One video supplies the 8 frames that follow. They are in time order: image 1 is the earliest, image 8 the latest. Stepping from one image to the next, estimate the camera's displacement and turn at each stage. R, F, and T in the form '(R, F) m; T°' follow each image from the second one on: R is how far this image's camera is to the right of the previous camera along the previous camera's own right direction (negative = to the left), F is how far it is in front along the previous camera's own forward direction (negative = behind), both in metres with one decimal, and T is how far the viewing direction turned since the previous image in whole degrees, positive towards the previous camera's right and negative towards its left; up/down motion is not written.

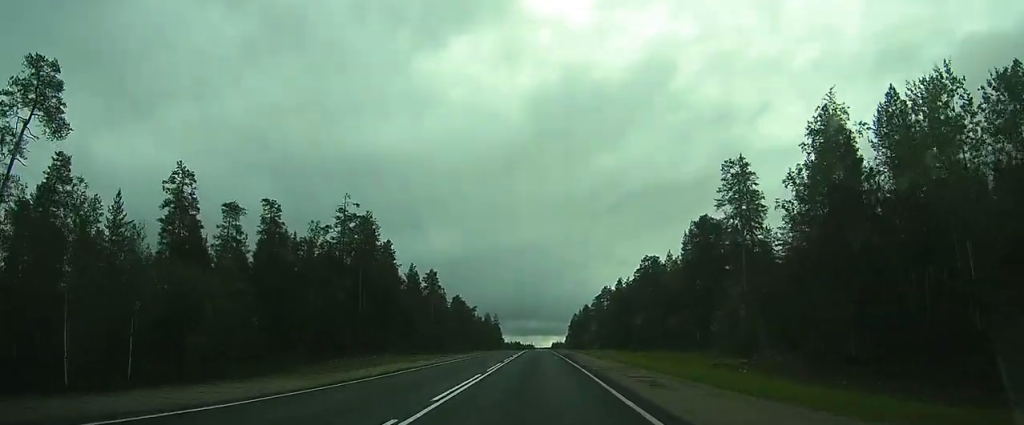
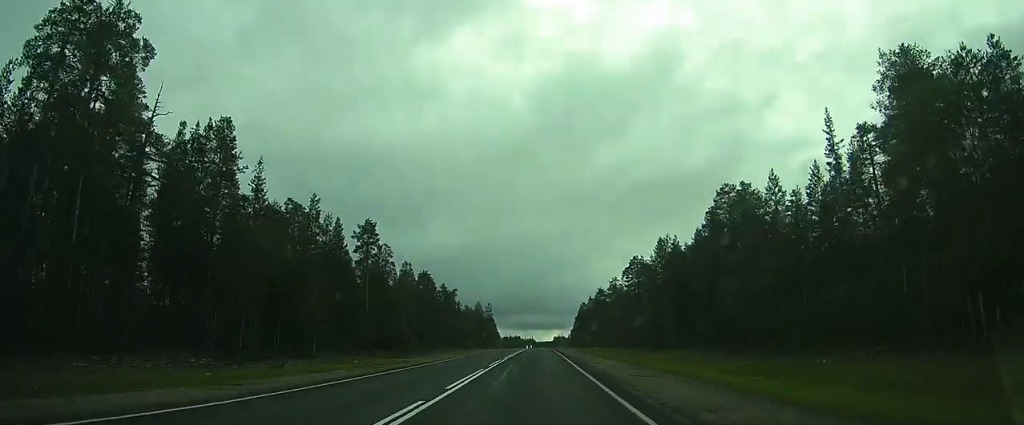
(-0.4, +44.6) m; +1°
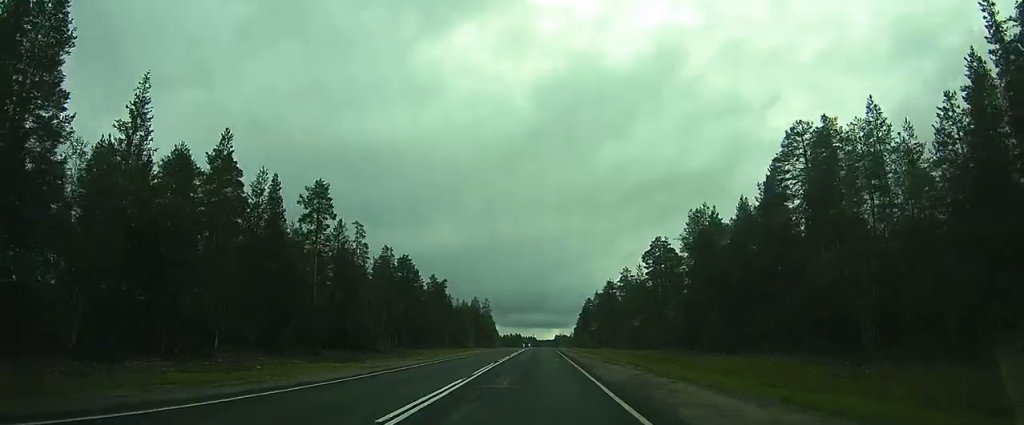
(+0.3, +17.5) m; +1°
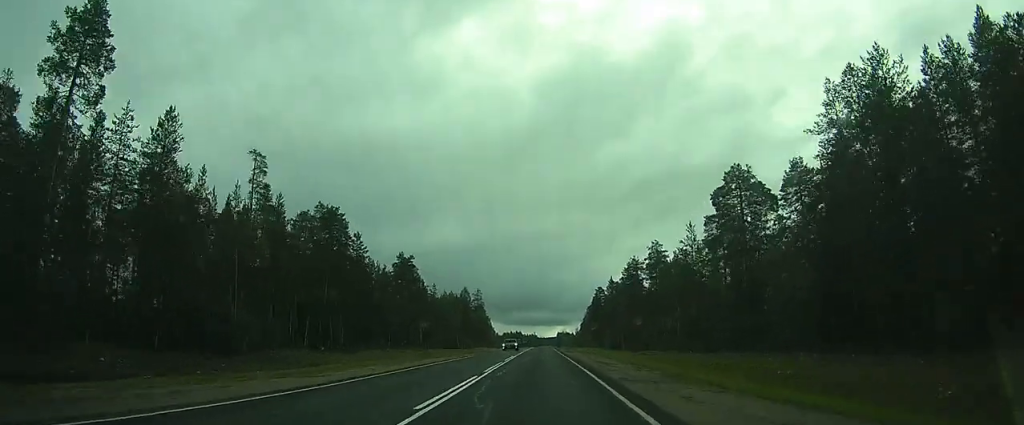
(-0.1, +33.8) m; 0°
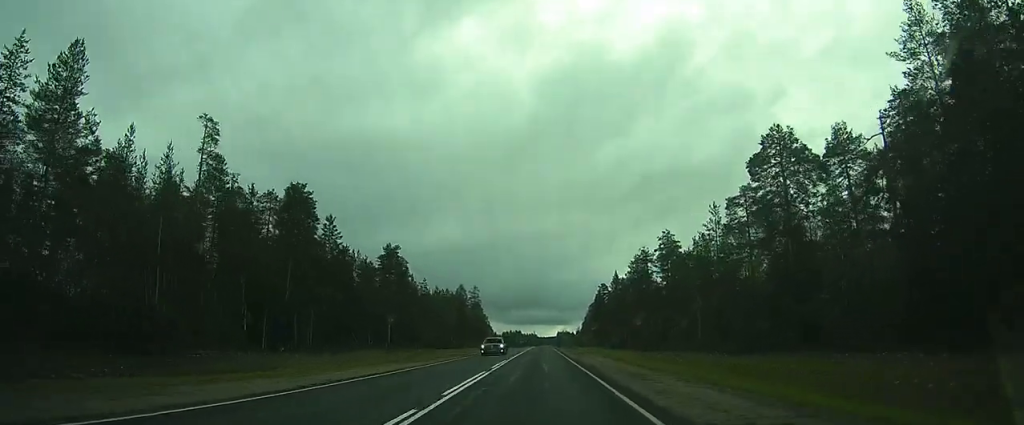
(0.0, +9.3) m; 0°
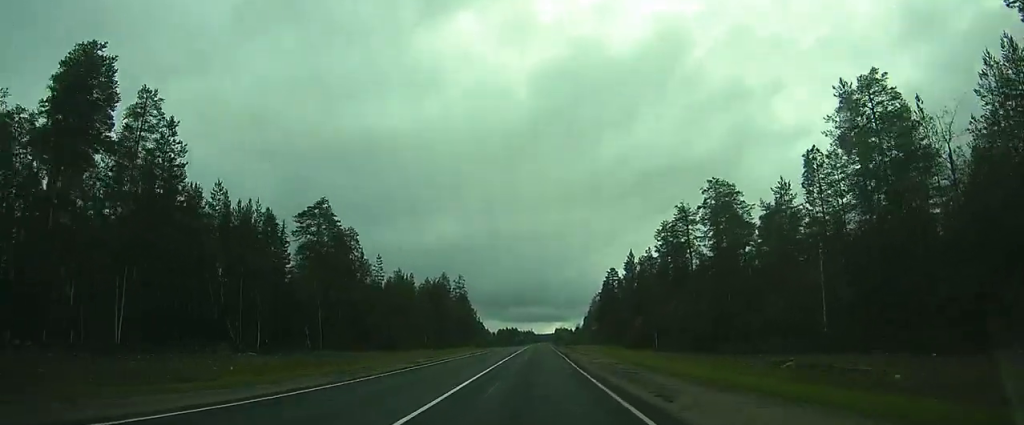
(0.0, +28.1) m; 0°
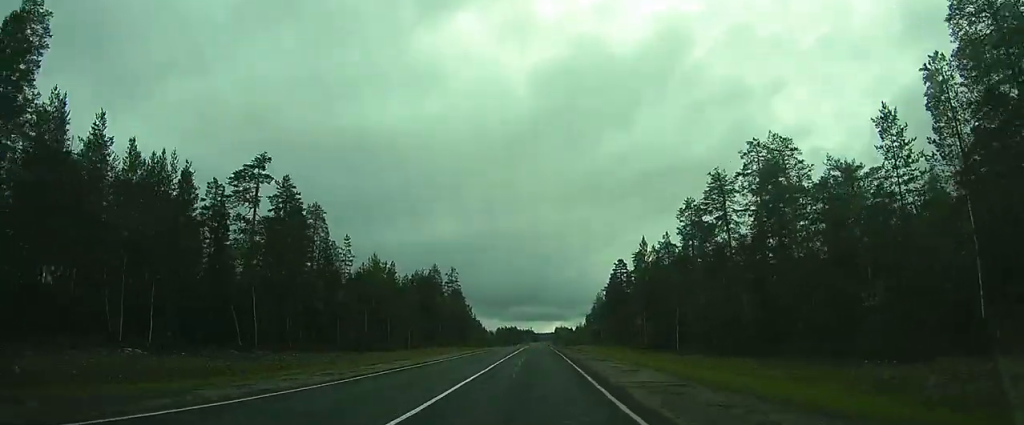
(0.0, +13.3) m; 0°
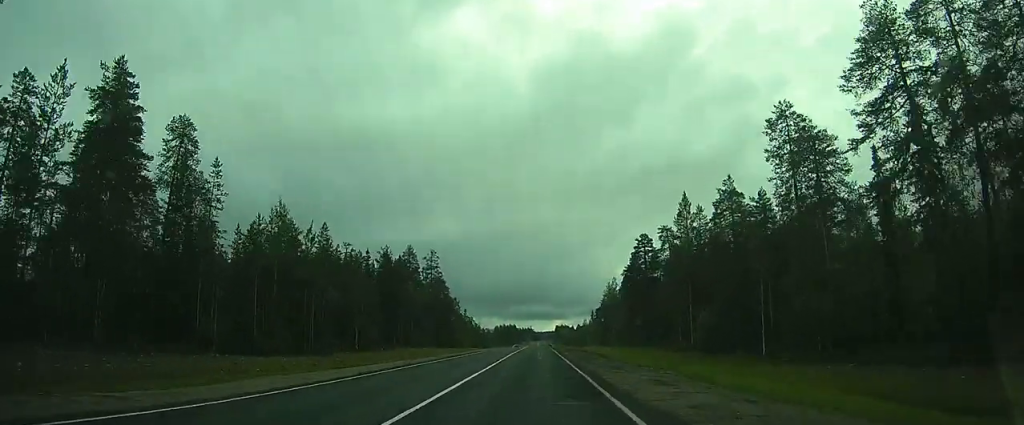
(0.0, +28.2) m; 0°
